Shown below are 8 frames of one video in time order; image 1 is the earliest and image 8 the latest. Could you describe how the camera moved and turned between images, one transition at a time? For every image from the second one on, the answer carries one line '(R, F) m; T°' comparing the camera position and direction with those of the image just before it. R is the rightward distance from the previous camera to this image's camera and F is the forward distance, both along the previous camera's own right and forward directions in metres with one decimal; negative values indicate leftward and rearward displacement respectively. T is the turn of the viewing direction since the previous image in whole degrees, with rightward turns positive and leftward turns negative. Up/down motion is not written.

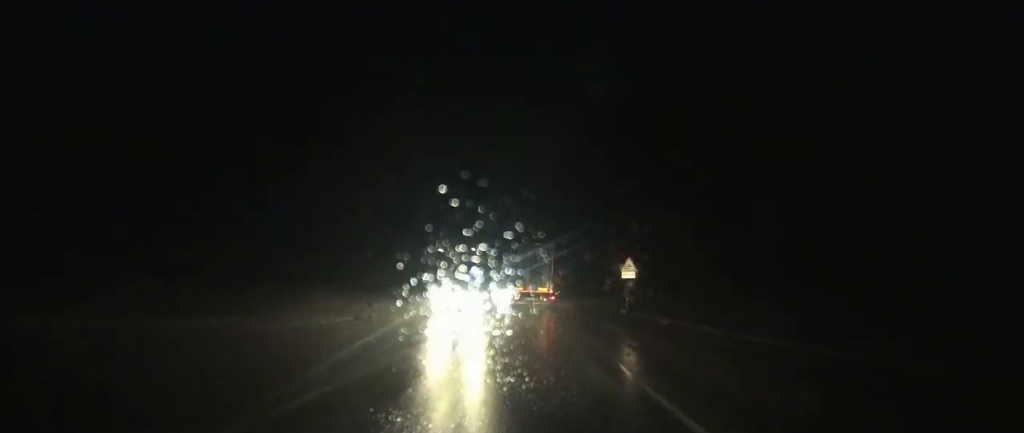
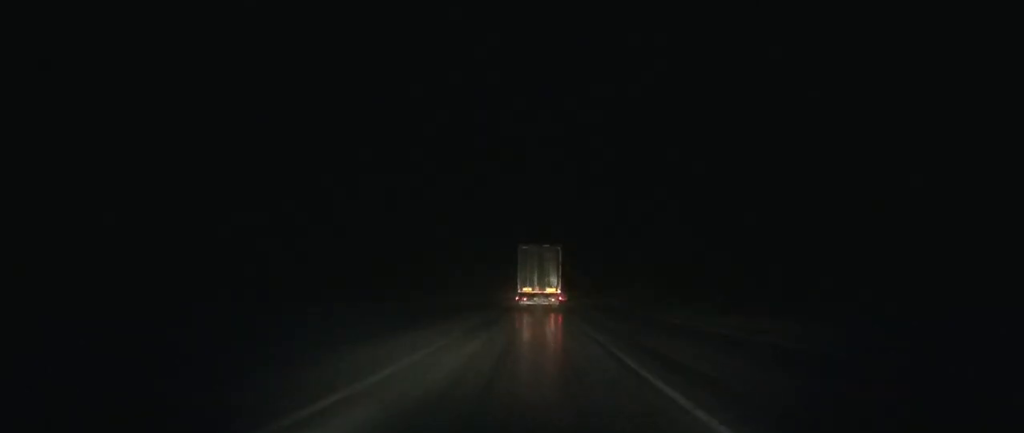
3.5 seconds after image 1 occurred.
(+0.9, +63.1) m; +2°
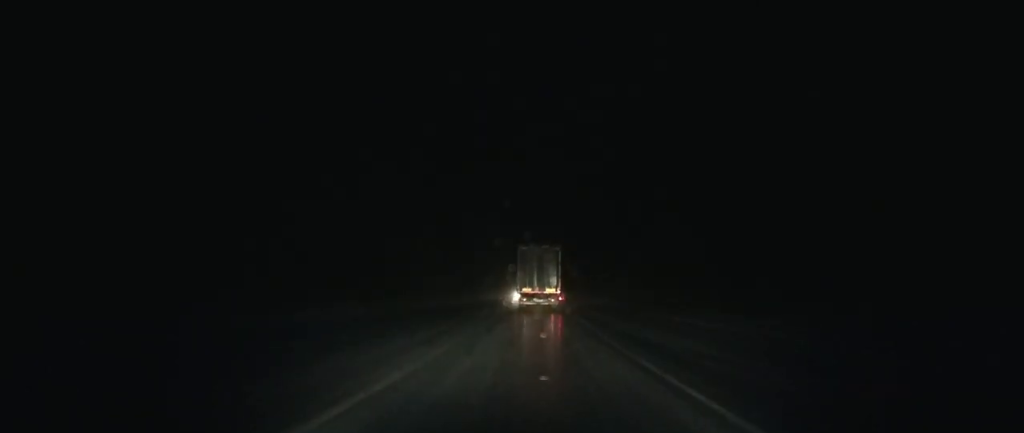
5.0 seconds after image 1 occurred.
(+0.2, +27.0) m; 0°
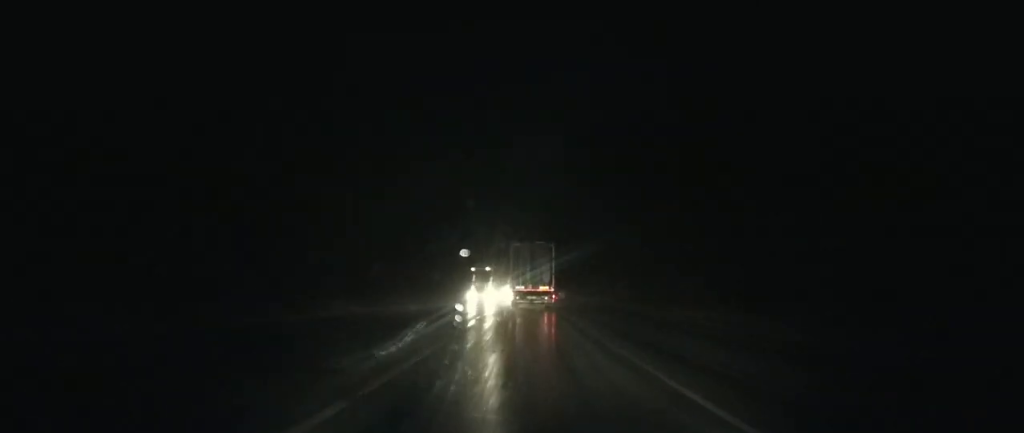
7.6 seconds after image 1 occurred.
(+0.3, +47.4) m; 0°
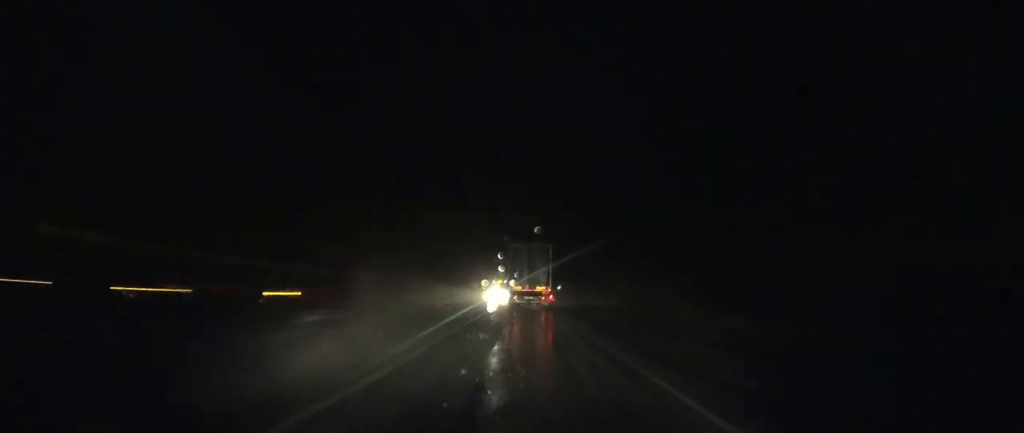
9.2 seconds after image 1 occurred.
(-0.1, +30.7) m; 0°
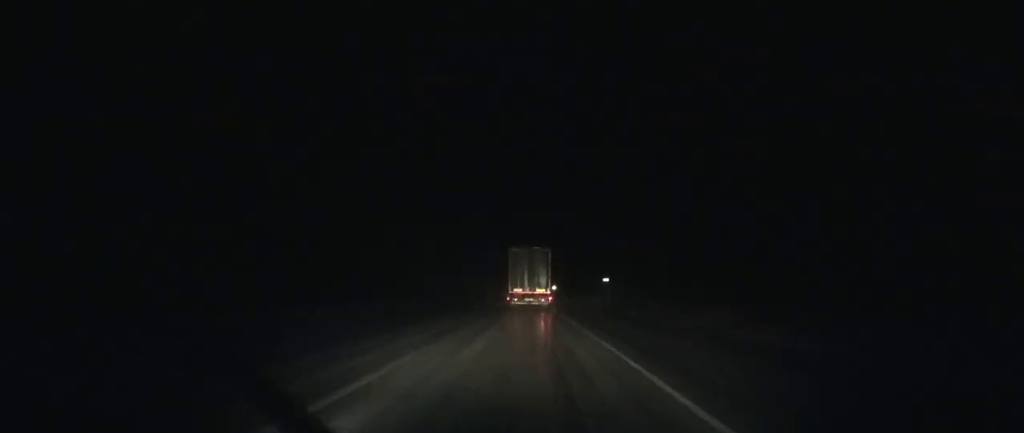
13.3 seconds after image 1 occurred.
(+0.1, +78.5) m; 0°
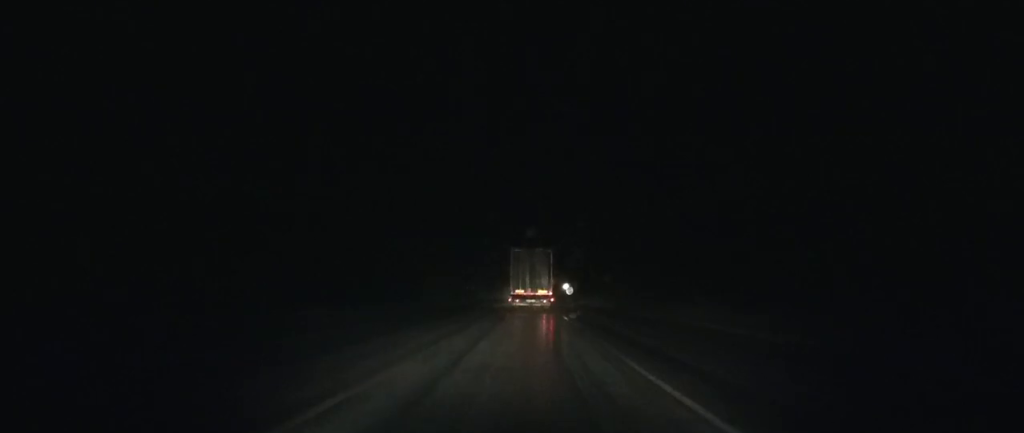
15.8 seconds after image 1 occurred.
(+0.1, +46.6) m; 0°
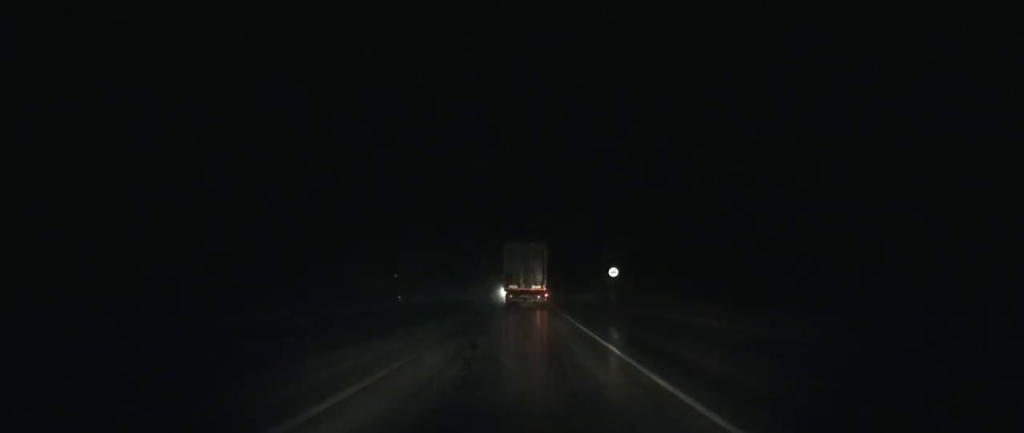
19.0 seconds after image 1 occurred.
(+0.2, +58.0) m; 0°
